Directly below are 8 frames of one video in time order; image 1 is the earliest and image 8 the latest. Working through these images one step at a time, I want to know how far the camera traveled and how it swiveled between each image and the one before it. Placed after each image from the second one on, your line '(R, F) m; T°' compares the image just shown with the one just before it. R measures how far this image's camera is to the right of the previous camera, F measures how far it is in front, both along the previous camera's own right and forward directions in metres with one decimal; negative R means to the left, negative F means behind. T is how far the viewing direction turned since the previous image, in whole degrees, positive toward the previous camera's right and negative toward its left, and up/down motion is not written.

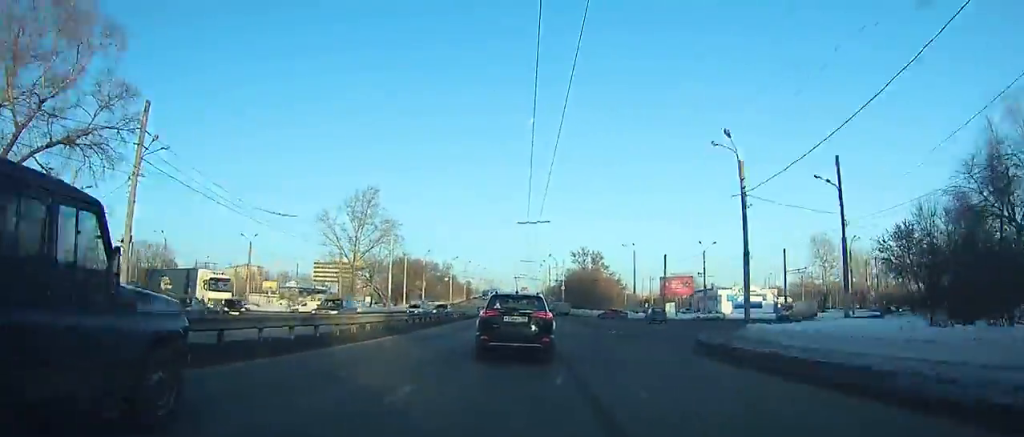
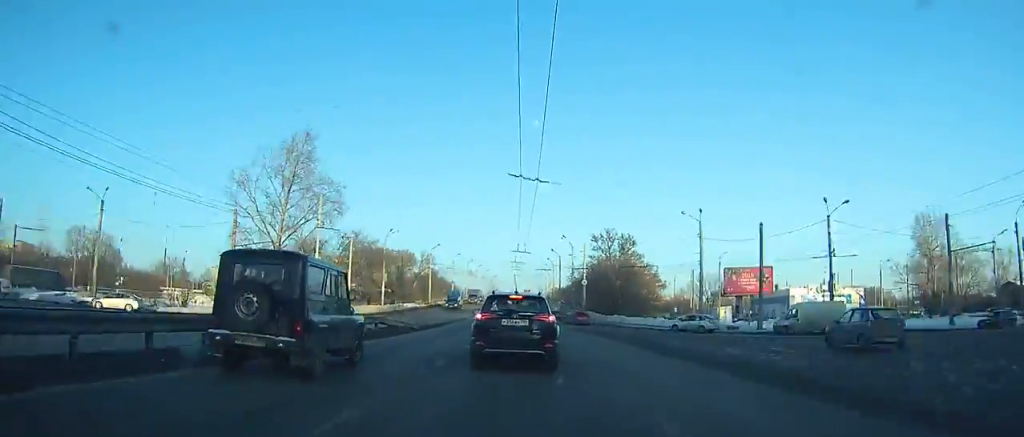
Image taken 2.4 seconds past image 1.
(-0.1, +34.4) m; -1°
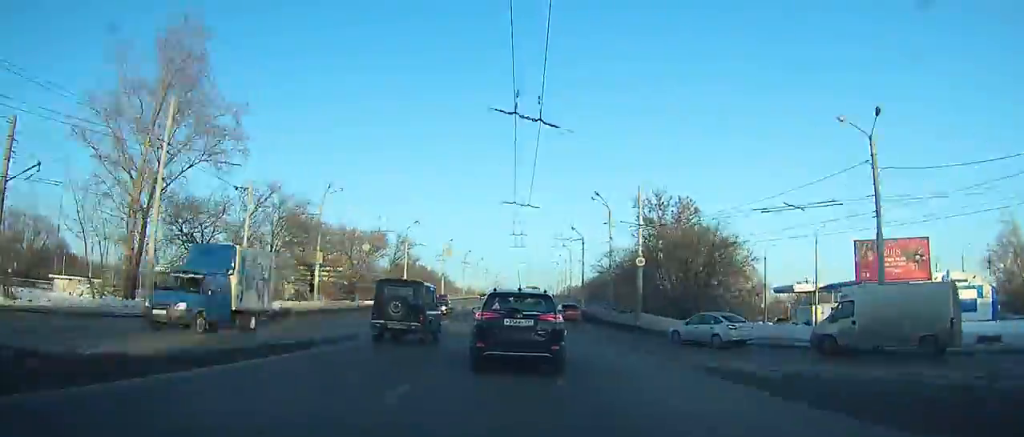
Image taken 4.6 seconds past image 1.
(-0.2, +29.7) m; -1°
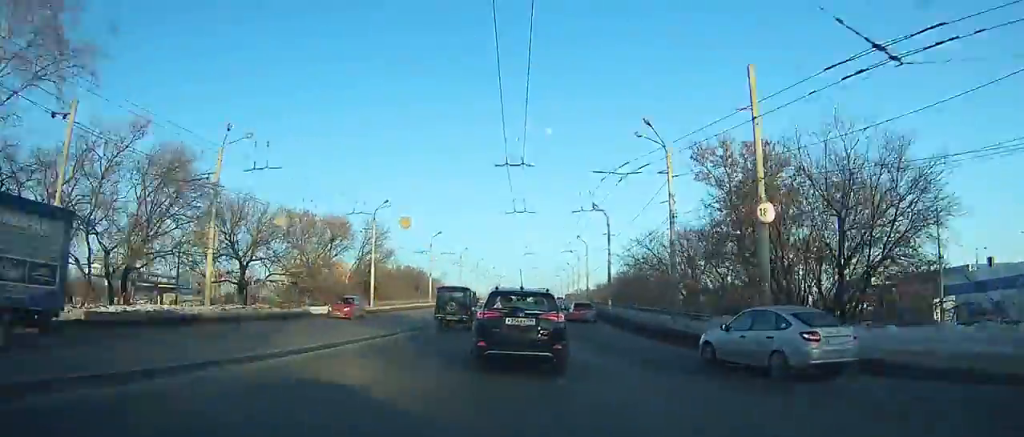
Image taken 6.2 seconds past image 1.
(-0.1, +20.8) m; 0°
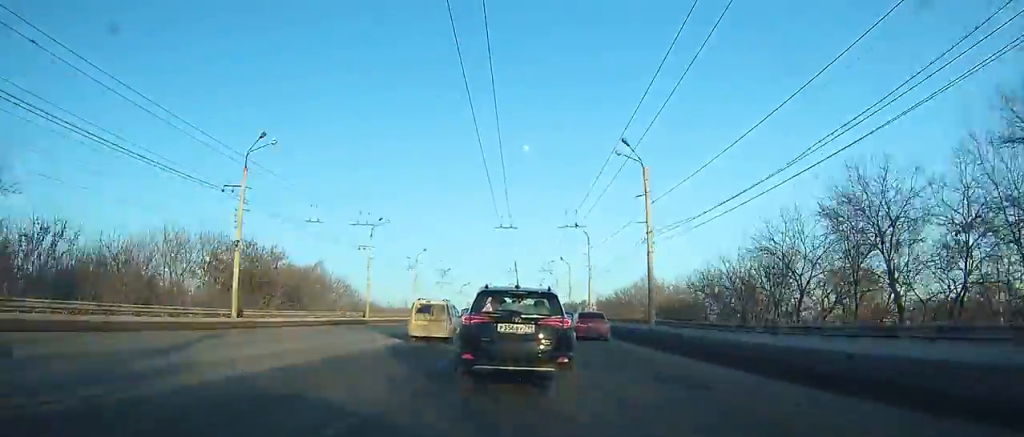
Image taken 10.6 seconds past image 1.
(+0.4, +54.9) m; +1°
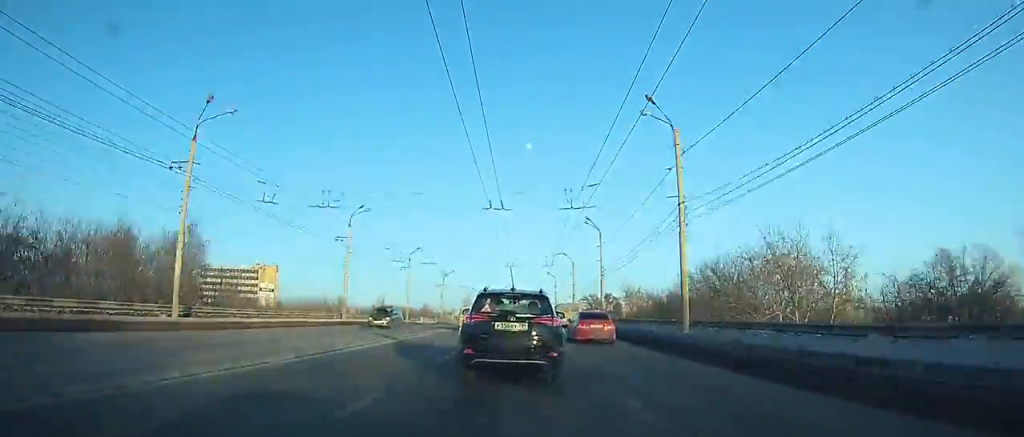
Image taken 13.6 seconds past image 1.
(+0.3, +36.9) m; 0°
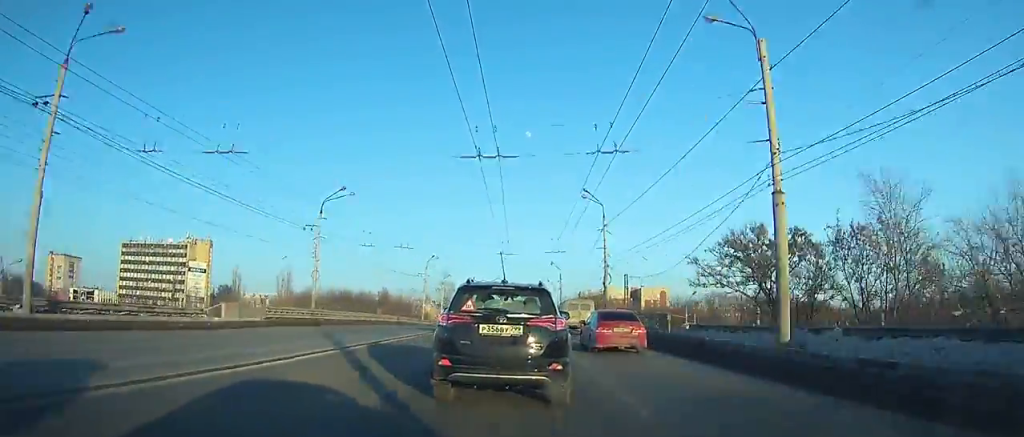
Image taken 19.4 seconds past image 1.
(-0.5, +68.4) m; 0°
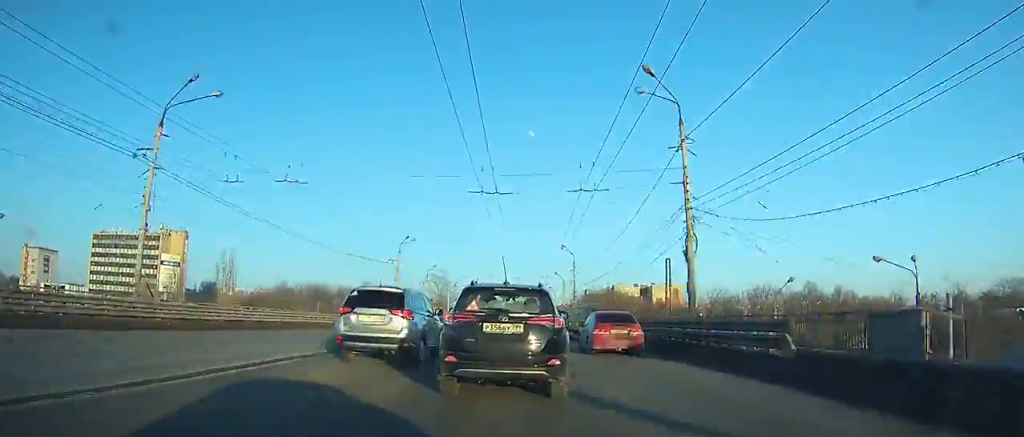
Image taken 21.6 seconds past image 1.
(+0.1, +24.2) m; 0°
